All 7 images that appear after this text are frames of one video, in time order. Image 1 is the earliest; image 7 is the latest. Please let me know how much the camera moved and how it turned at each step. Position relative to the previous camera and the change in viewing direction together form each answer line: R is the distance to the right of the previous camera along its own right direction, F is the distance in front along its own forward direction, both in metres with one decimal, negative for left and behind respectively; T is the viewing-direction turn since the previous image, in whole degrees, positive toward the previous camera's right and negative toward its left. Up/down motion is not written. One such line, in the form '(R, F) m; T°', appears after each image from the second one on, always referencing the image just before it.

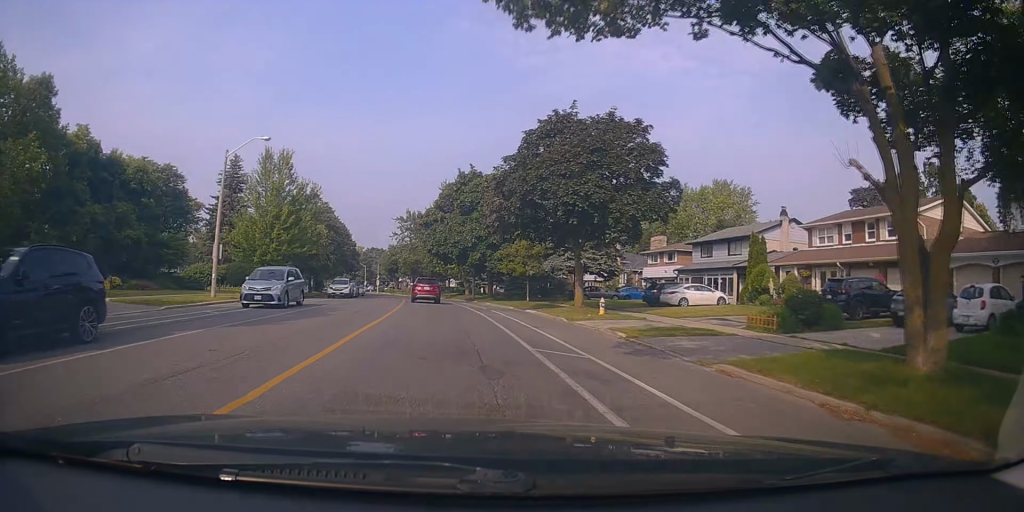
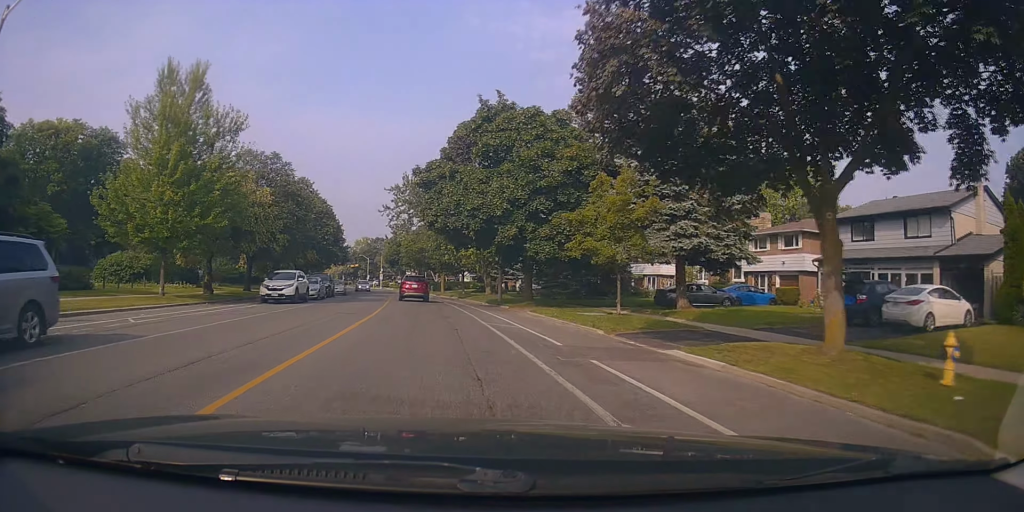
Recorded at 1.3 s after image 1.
(-0.2, +18.9) m; -3°
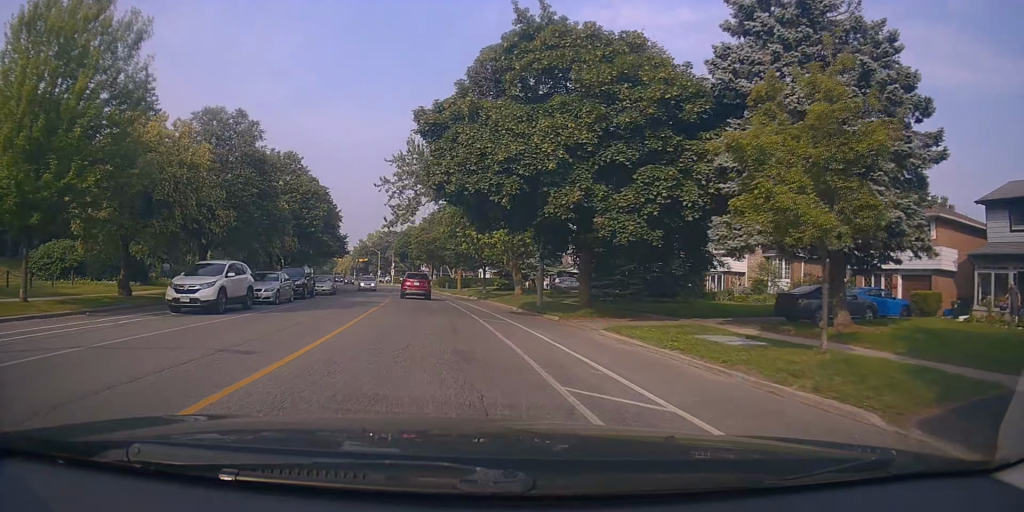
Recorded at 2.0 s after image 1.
(0.0, +11.0) m; -3°
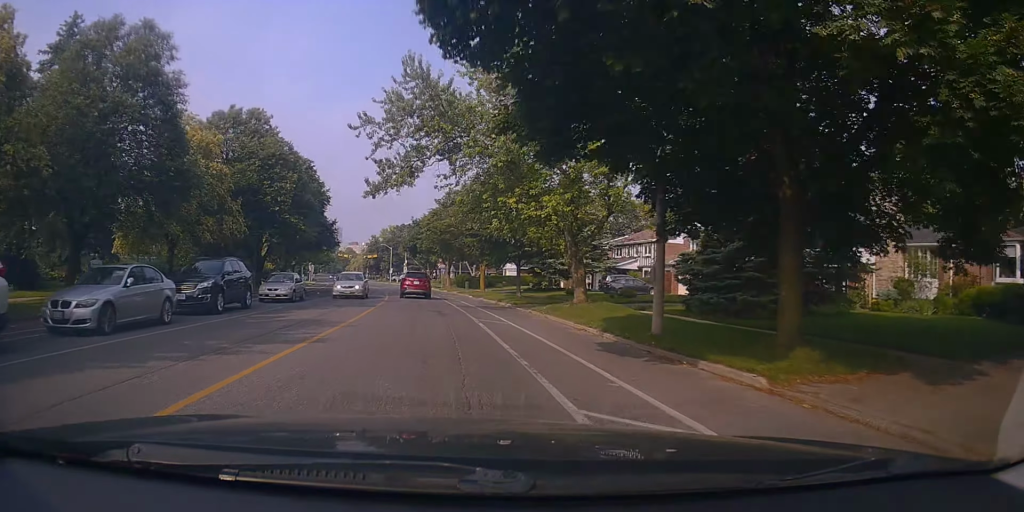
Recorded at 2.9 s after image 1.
(-0.8, +13.4) m; -2°
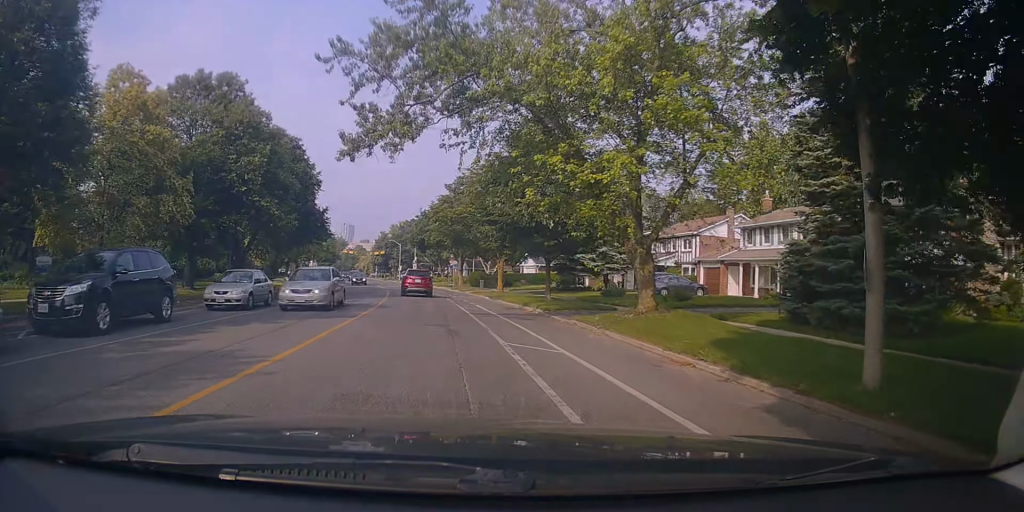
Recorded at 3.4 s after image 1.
(+0.2, +6.9) m; -1°
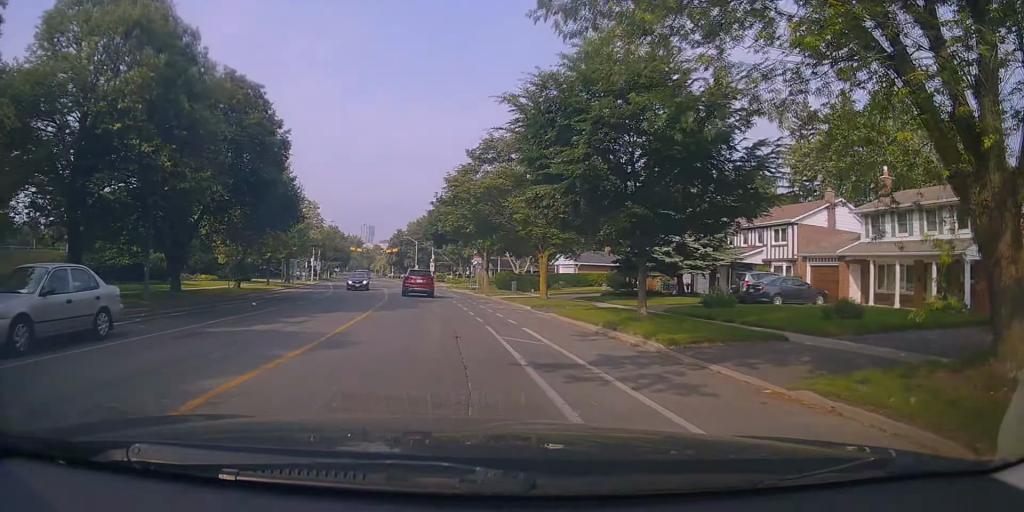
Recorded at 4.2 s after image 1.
(+0.1, +11.8) m; -3°
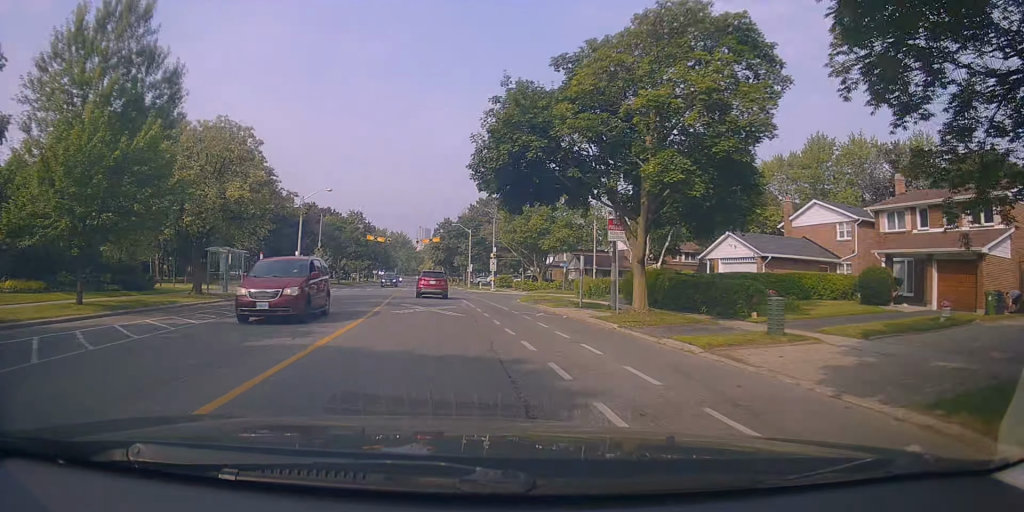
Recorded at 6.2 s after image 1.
(-1.9, +30.0) m; -5°
